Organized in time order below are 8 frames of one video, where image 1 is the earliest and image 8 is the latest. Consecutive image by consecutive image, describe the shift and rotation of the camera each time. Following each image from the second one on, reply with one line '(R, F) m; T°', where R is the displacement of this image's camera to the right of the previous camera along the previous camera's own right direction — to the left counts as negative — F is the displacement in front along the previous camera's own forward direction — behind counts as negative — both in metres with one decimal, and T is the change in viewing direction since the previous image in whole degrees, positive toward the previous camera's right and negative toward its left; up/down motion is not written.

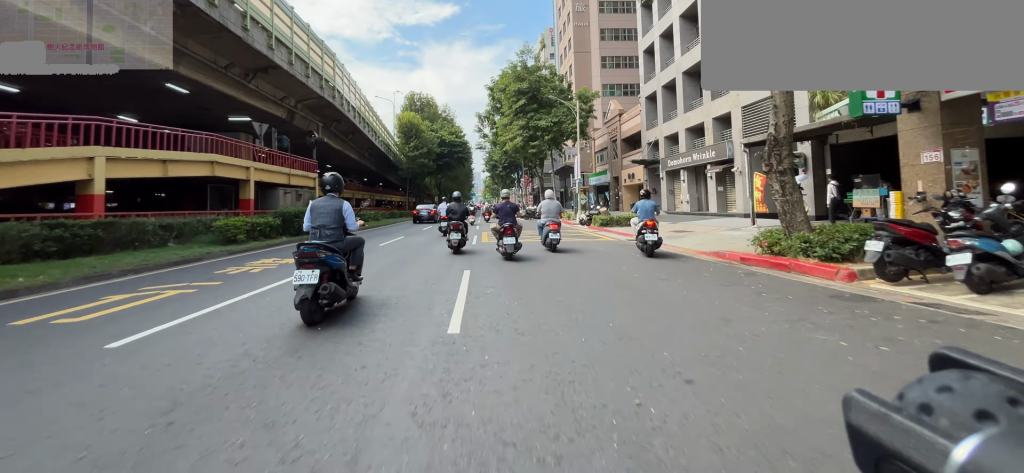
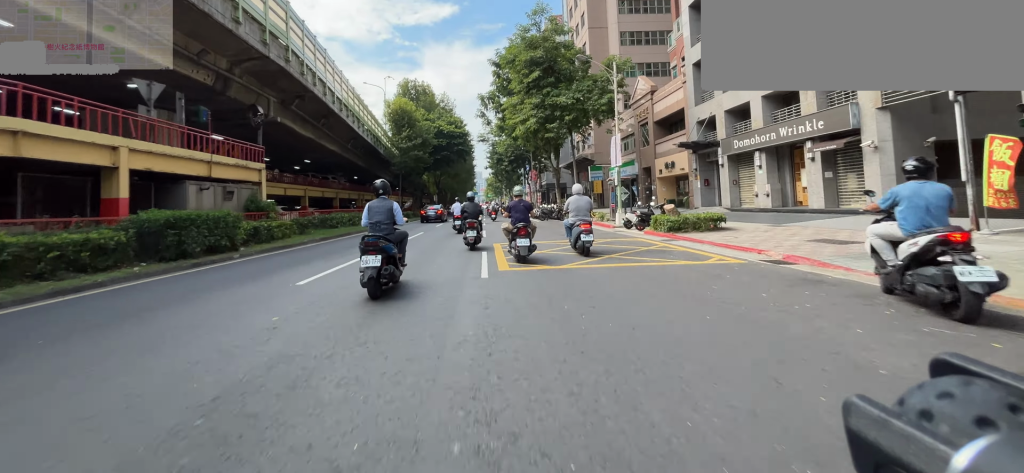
(0.0, +8.1) m; 0°
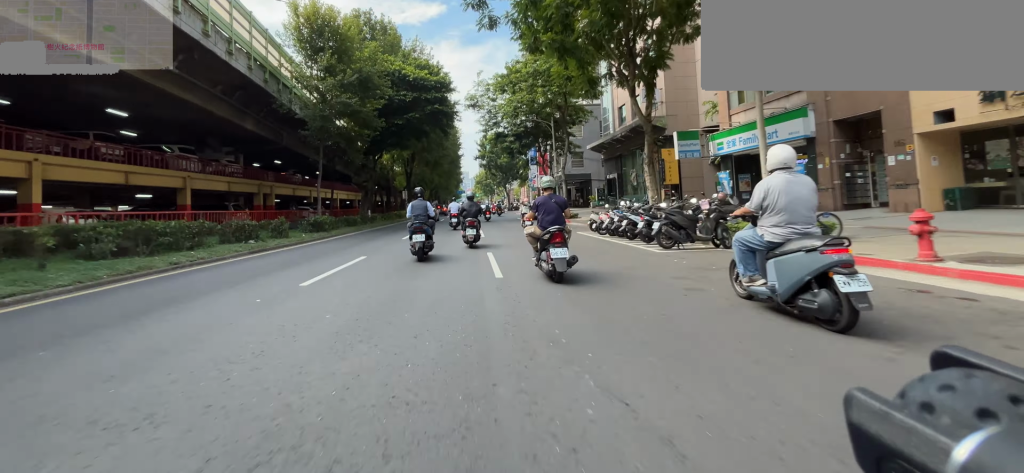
(-0.1, +21.6) m; -1°
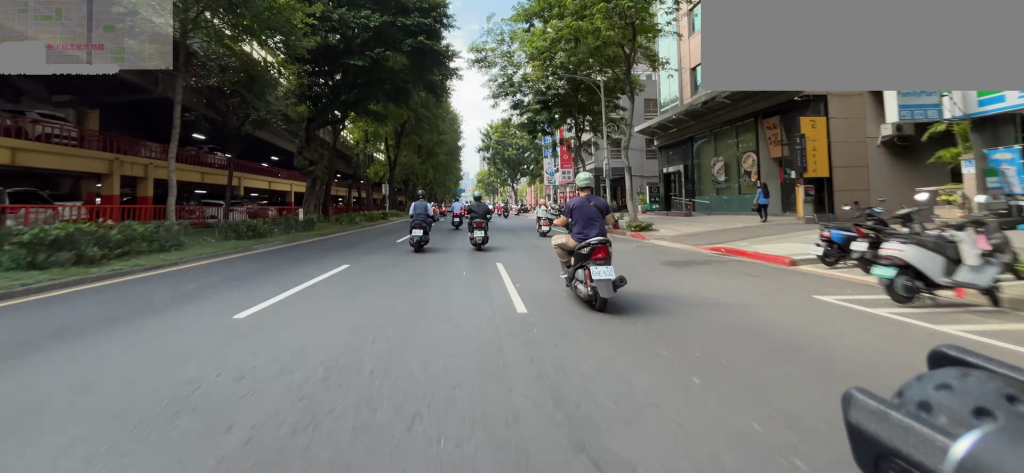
(-0.1, +10.9) m; 0°
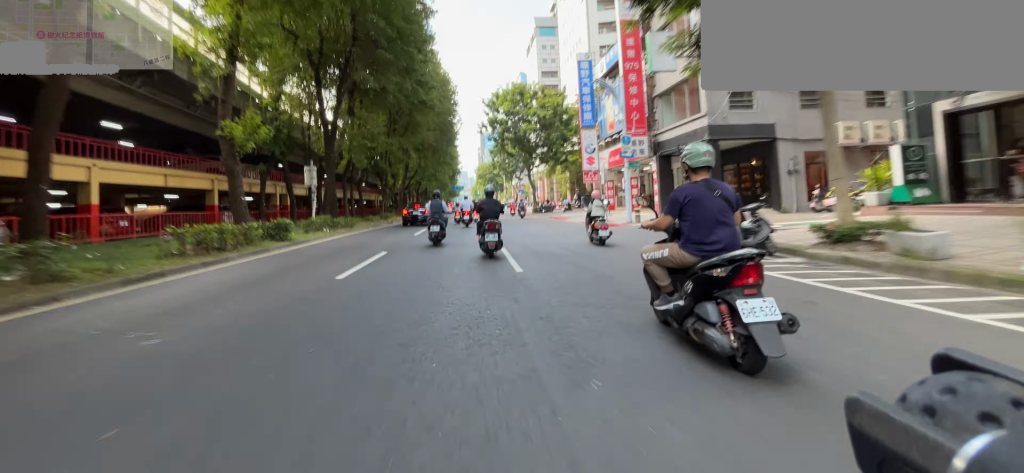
(+0.2, +14.5) m; +2°
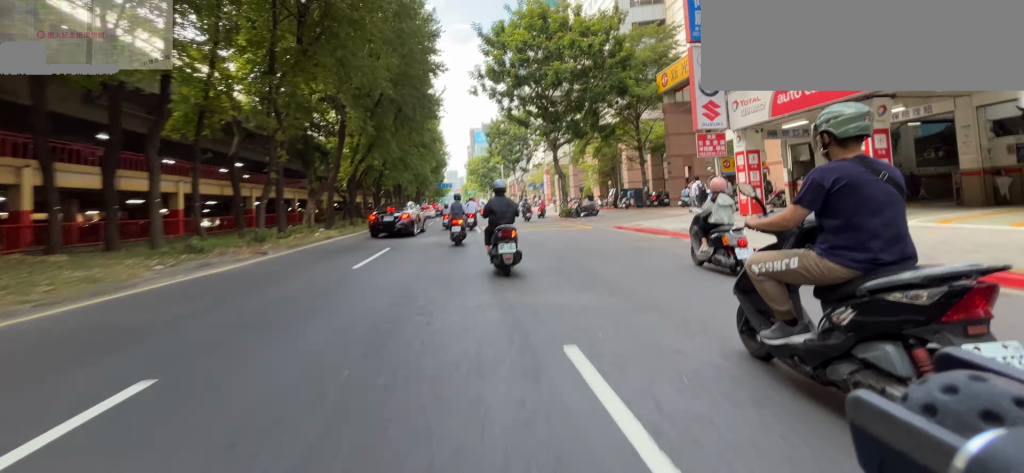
(+0.2, +17.1) m; -1°
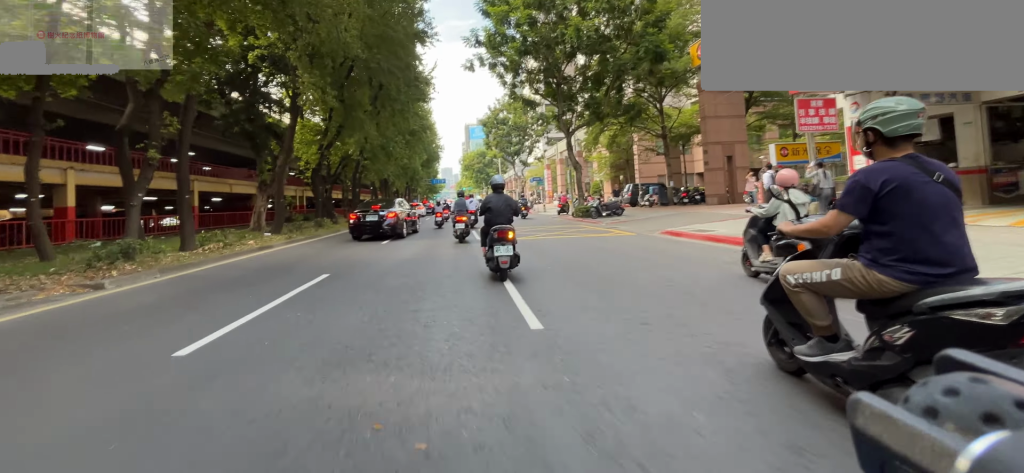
(-0.1, +5.3) m; -1°
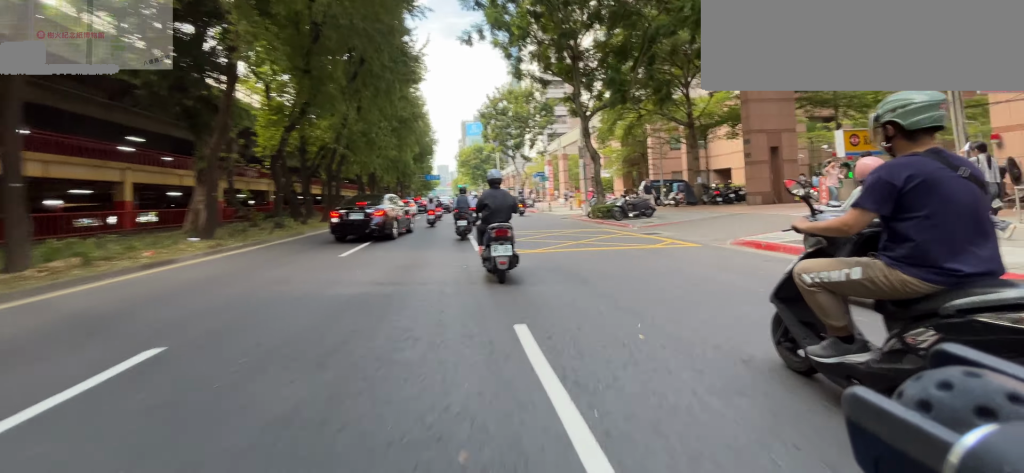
(0.0, +4.2) m; -1°
